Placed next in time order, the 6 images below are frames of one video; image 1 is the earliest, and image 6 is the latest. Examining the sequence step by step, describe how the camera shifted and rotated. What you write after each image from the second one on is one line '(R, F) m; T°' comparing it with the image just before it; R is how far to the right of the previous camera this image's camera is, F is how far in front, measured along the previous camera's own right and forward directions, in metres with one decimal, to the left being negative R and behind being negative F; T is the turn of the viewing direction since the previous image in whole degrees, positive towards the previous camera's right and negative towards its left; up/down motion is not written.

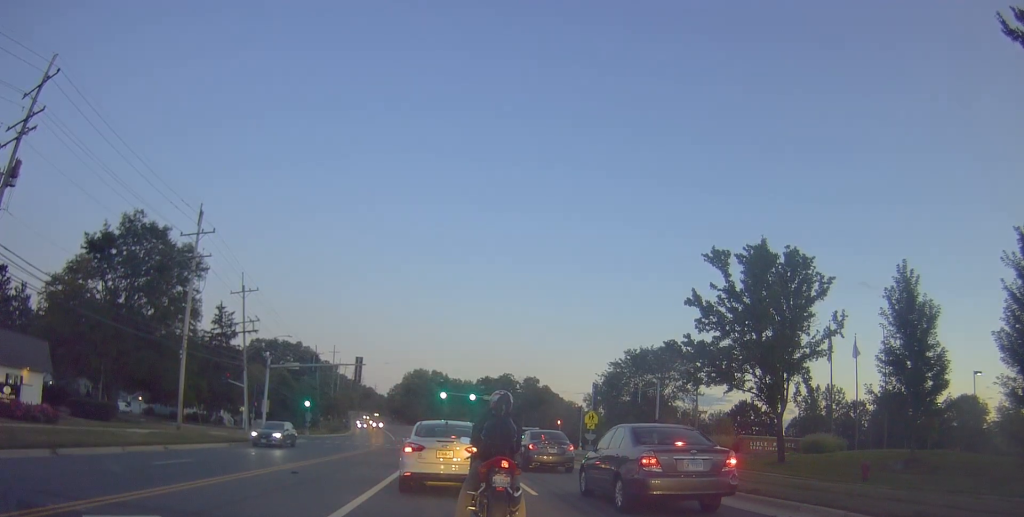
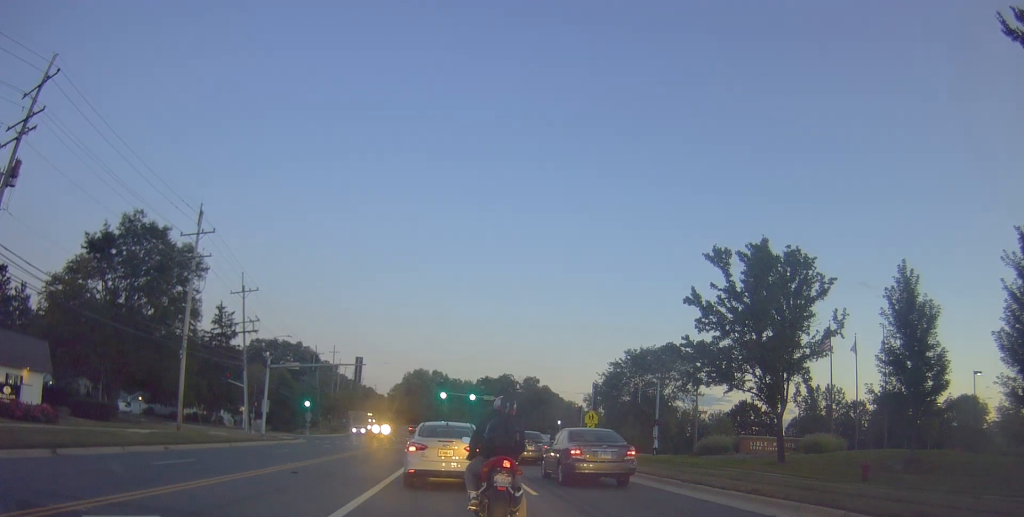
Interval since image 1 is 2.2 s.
(0.0, 0.0) m; 0°
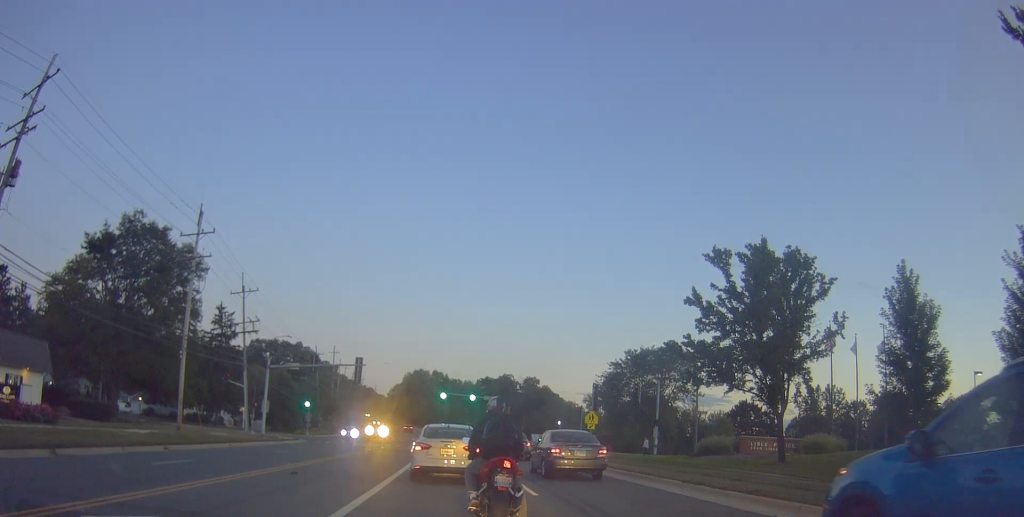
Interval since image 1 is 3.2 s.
(-0.4, +0.9) m; 0°
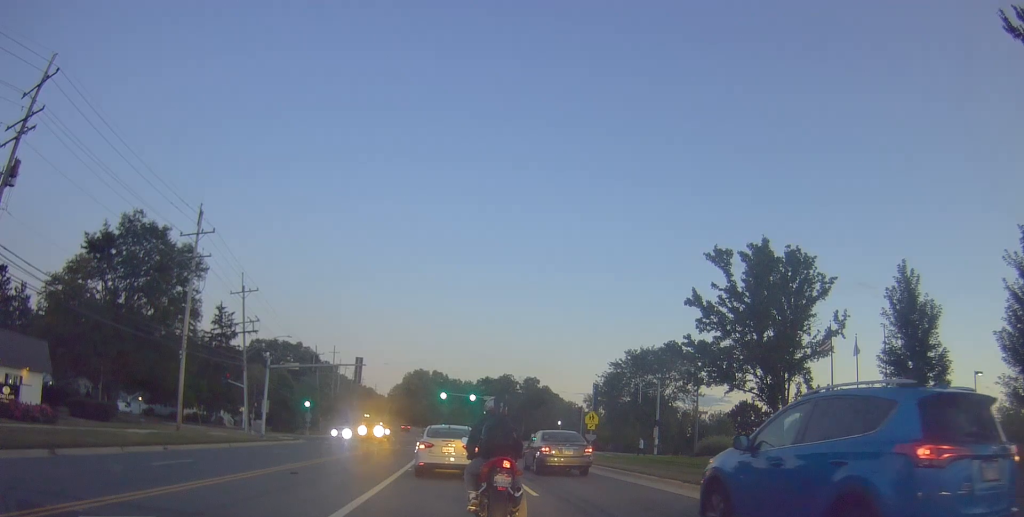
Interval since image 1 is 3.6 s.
(-0.2, +0.5) m; 0°
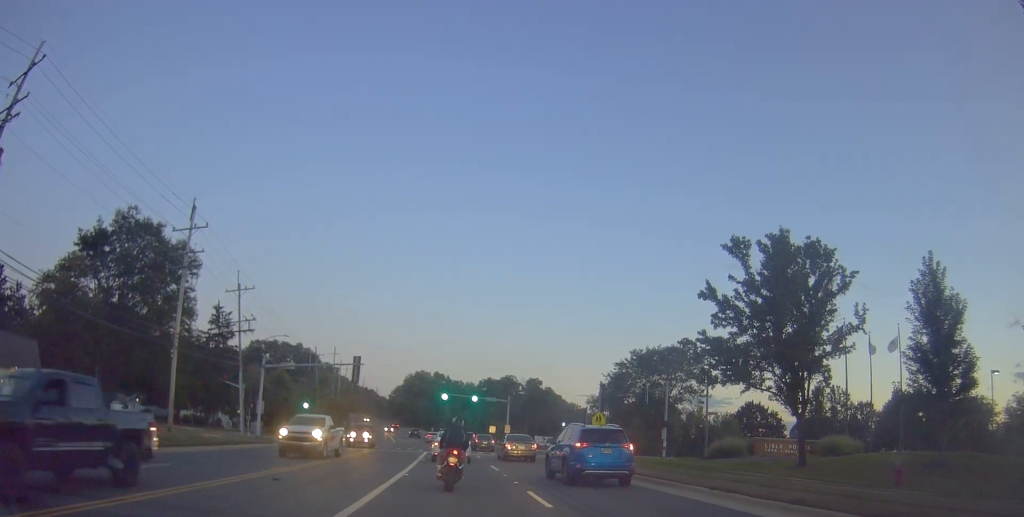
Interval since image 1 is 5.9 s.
(-0.3, +2.6) m; 0°
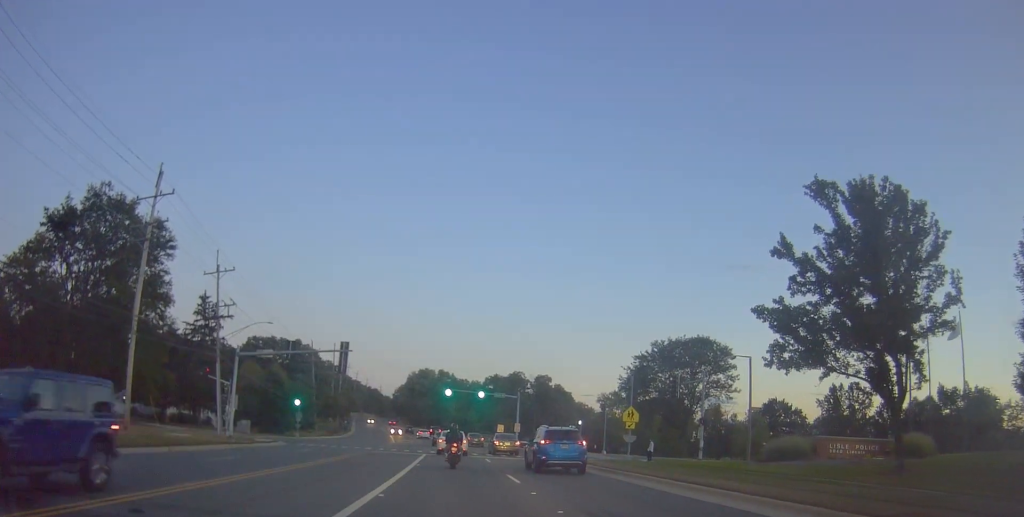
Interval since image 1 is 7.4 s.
(-0.1, +1.8) m; 0°
